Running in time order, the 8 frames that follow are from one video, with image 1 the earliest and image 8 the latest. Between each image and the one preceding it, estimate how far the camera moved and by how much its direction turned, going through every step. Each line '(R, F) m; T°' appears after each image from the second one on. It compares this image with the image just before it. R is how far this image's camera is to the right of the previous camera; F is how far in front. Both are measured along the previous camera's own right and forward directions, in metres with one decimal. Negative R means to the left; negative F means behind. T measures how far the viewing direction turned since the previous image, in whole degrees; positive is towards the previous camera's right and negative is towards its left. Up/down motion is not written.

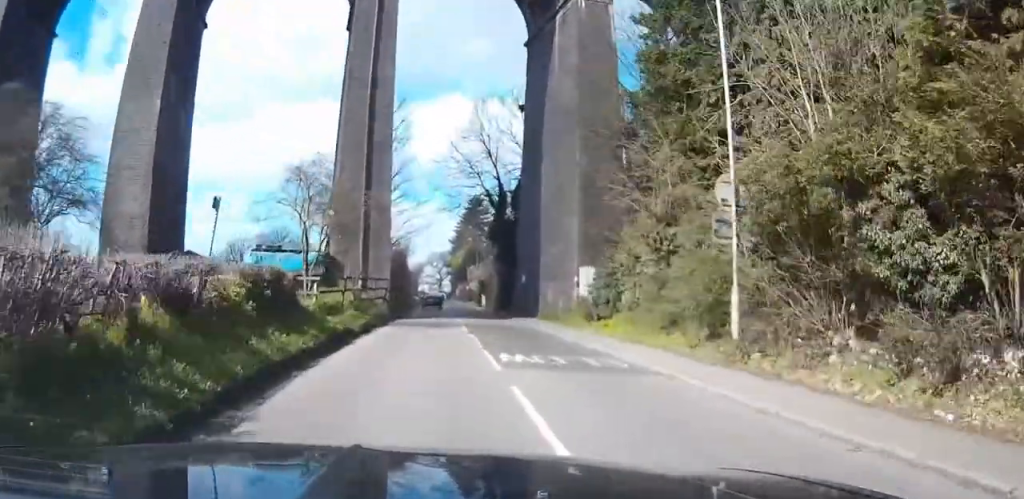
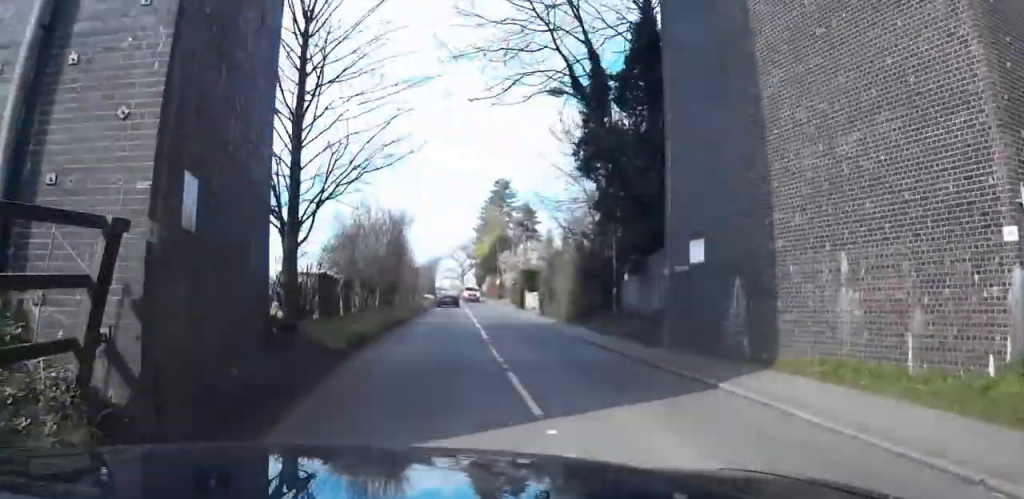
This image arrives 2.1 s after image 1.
(-0.5, +26.8) m; -2°
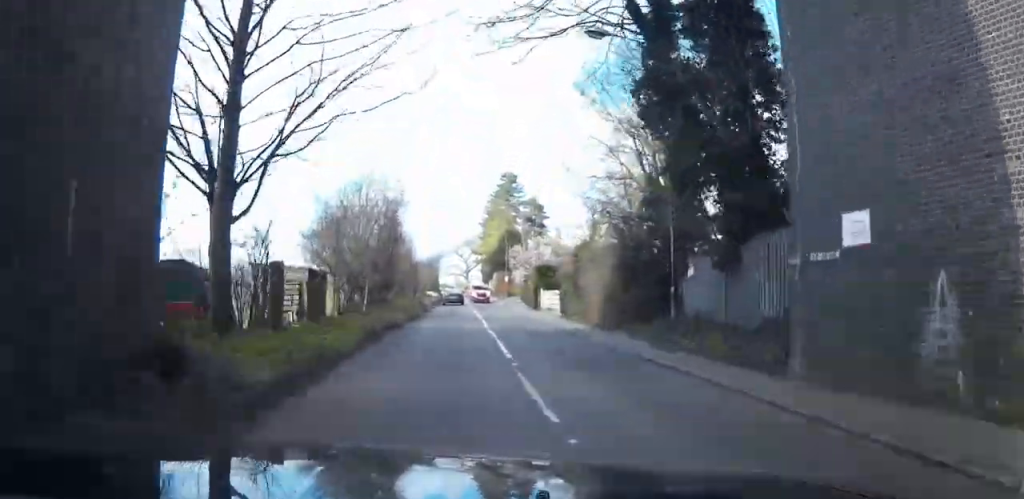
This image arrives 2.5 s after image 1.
(0.0, +6.0) m; 0°
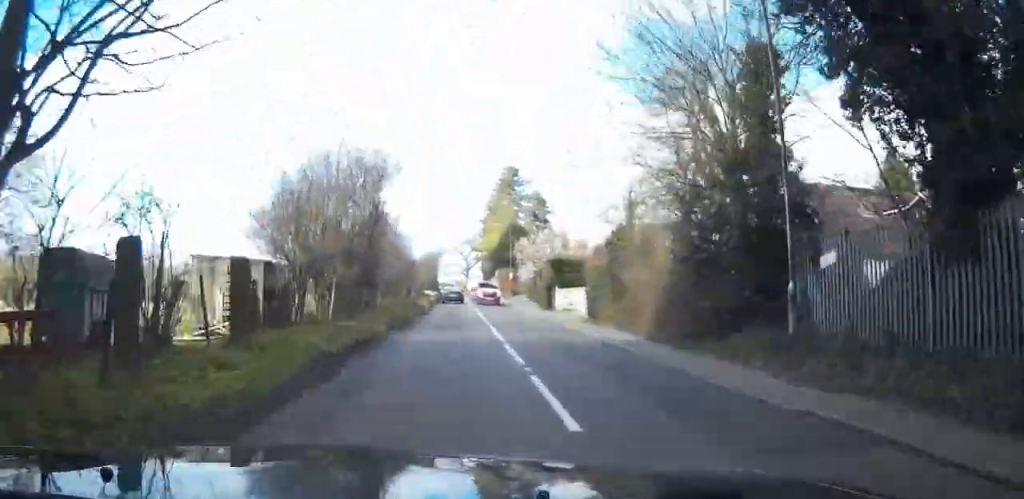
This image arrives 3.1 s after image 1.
(0.0, +6.9) m; 0°
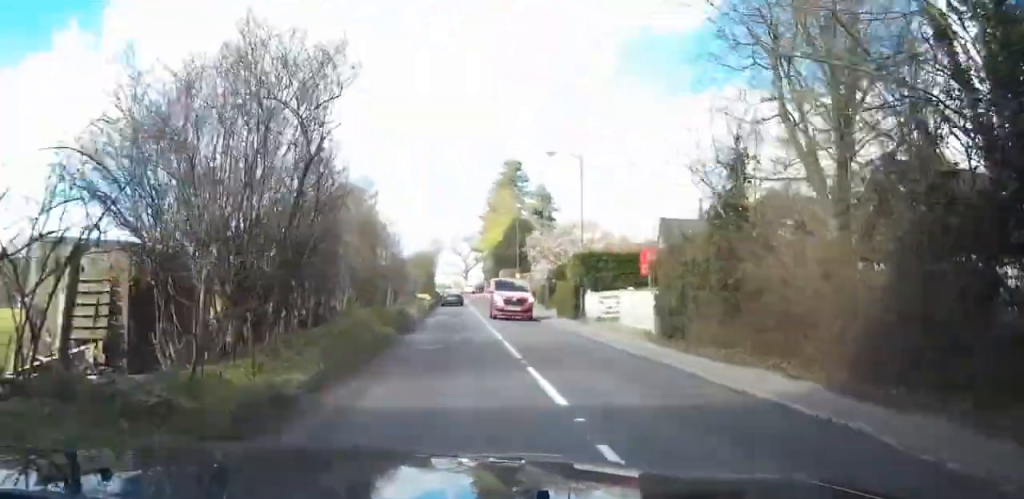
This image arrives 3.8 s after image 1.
(0.0, +9.6) m; 0°
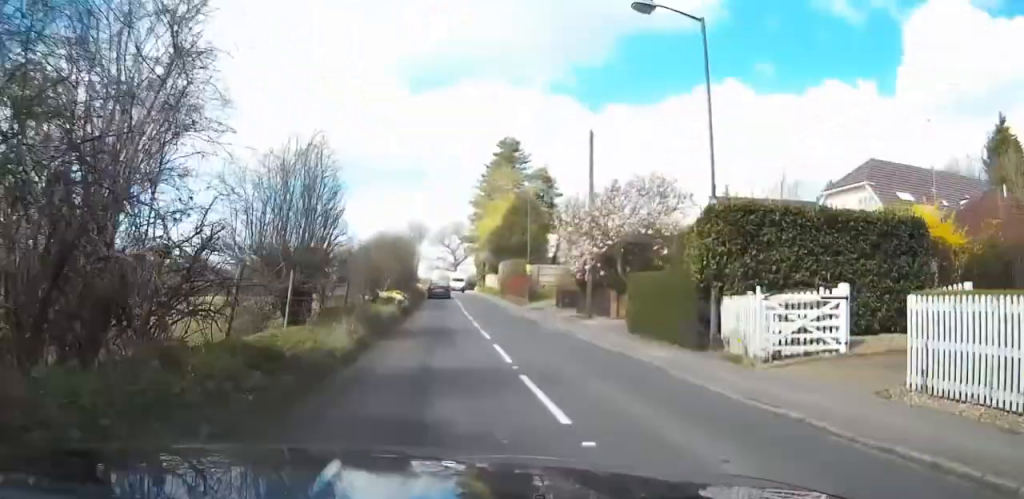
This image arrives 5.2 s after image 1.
(+0.1, +18.5) m; -1°
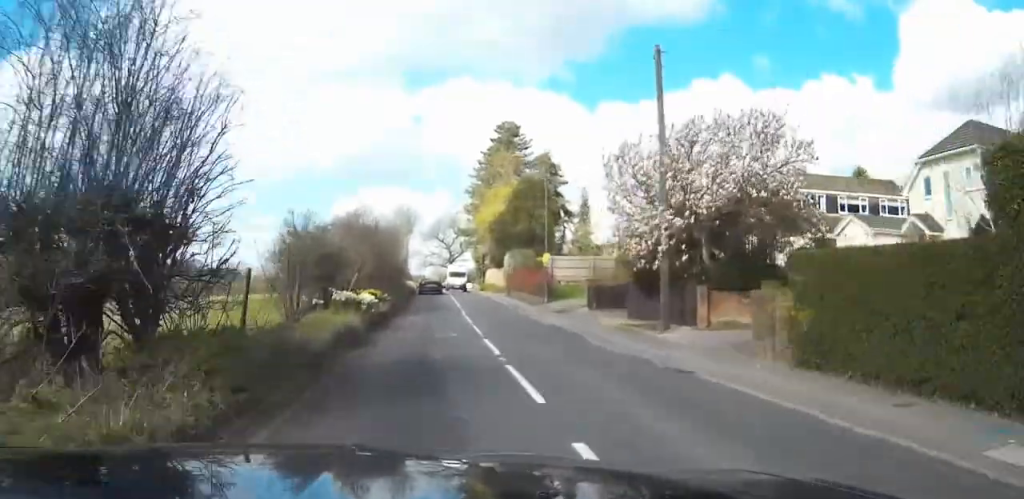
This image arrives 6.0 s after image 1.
(-0.2, +11.1) m; -1°
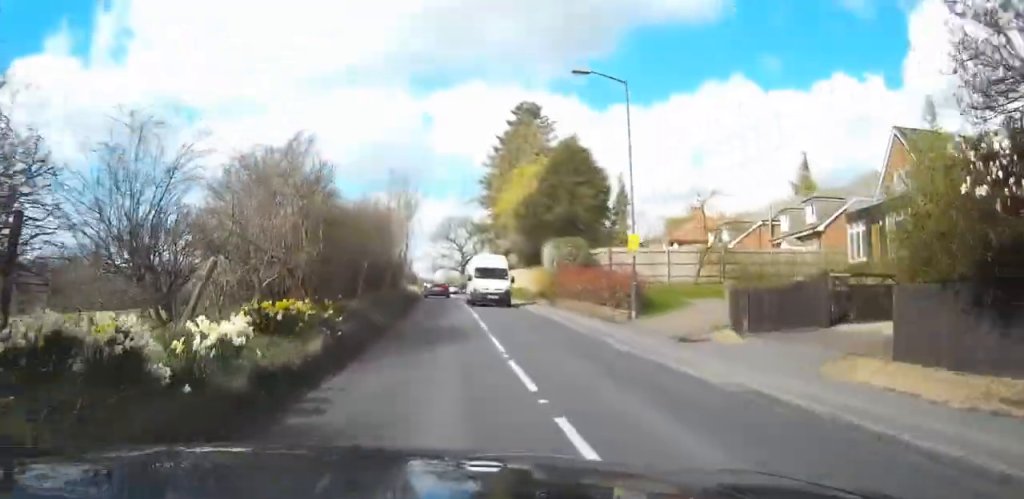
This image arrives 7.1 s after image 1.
(-0.1, +15.4) m; 0°
